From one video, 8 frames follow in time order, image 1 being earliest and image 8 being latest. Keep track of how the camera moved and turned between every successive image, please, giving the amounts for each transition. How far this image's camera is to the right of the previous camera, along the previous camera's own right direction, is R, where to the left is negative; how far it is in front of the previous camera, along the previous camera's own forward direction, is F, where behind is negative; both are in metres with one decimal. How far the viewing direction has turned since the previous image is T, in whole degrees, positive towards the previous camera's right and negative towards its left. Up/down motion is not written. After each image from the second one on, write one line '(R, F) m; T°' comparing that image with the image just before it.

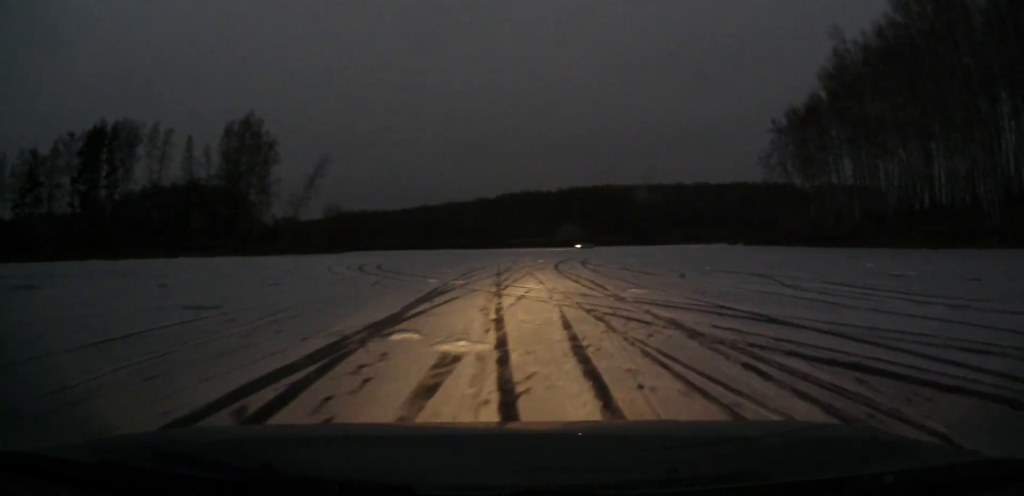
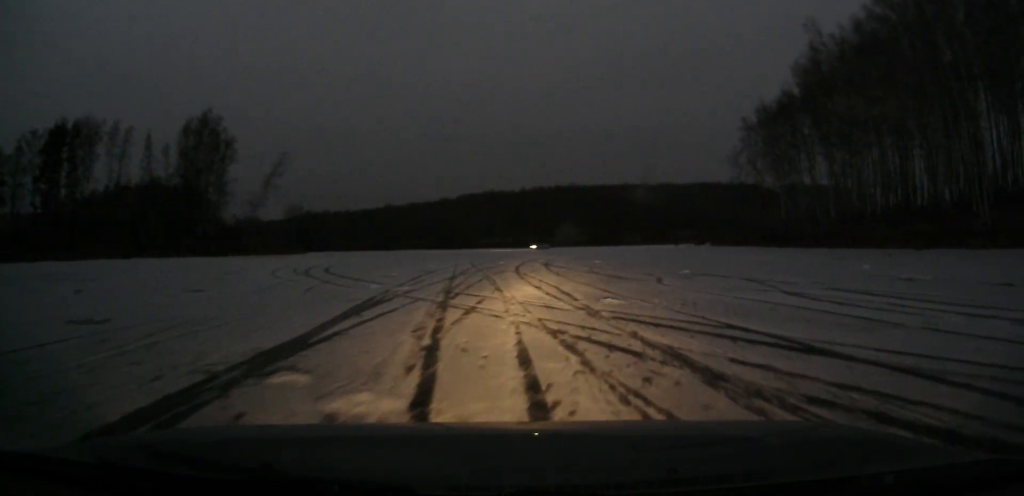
(+0.1, +2.9) m; +4°
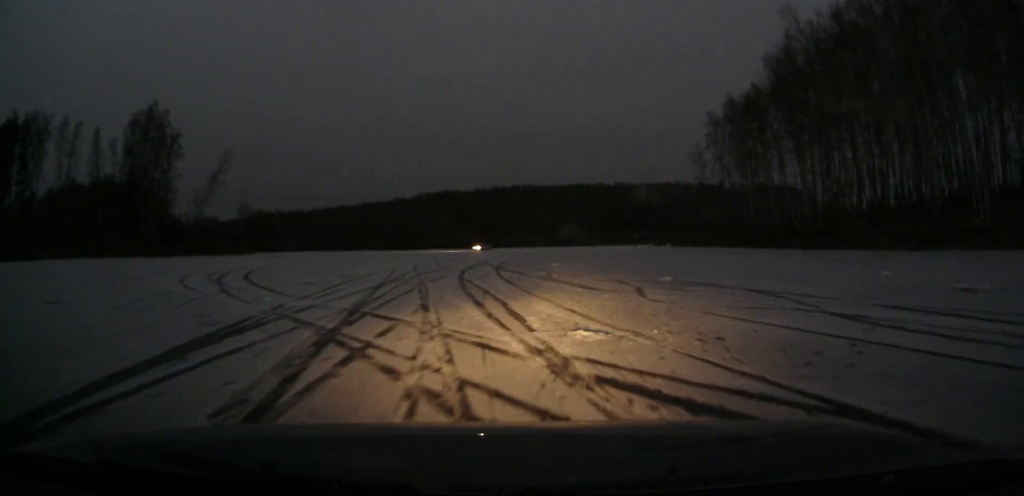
(+0.3, +4.8) m; +5°
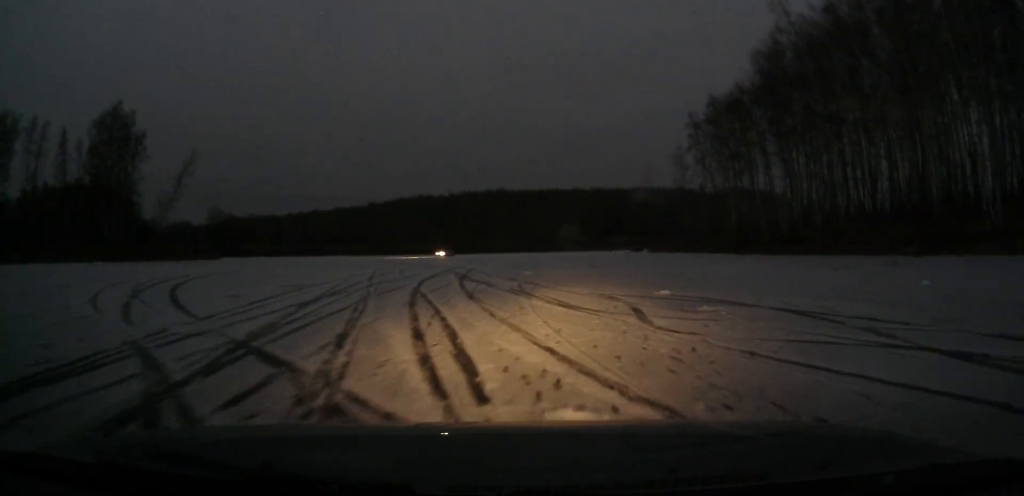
(+0.1, +3.9) m; +2°
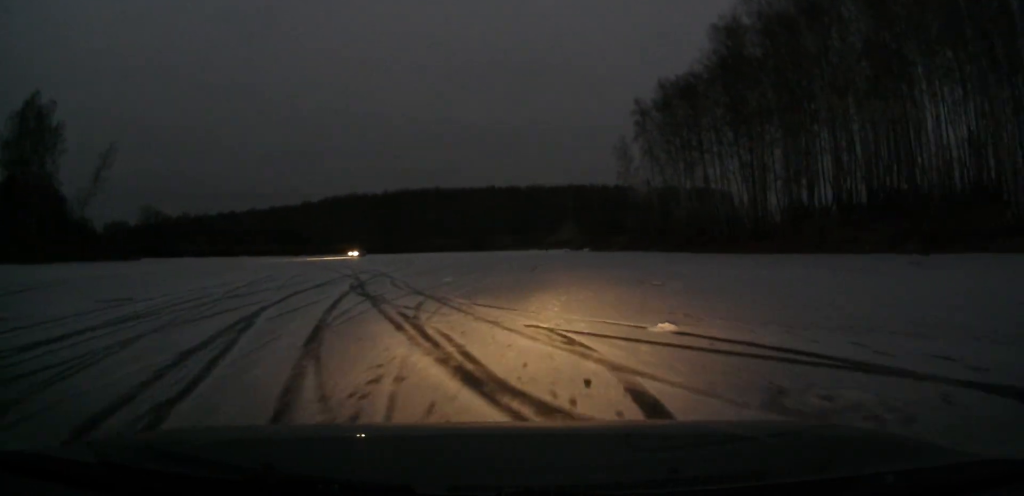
(+0.1, +8.3) m; +1°
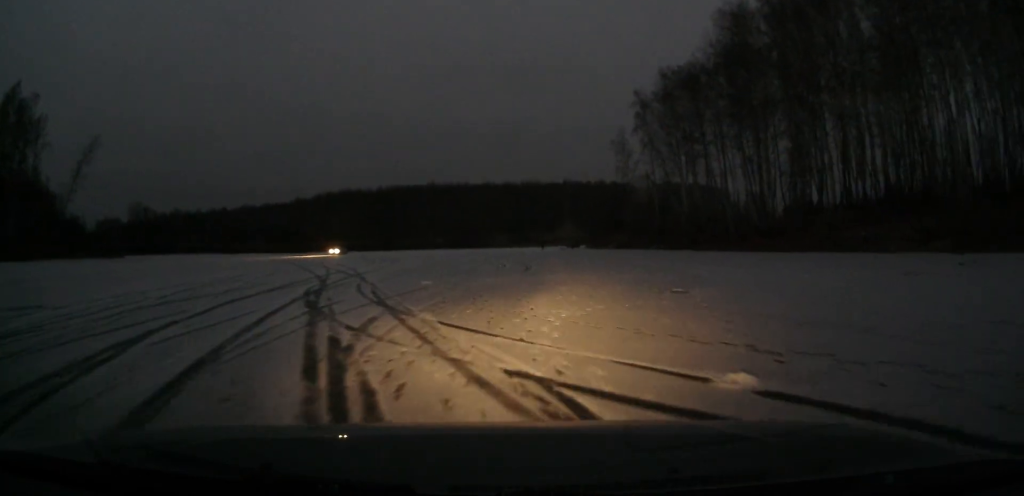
(+0.2, +4.3) m; 0°
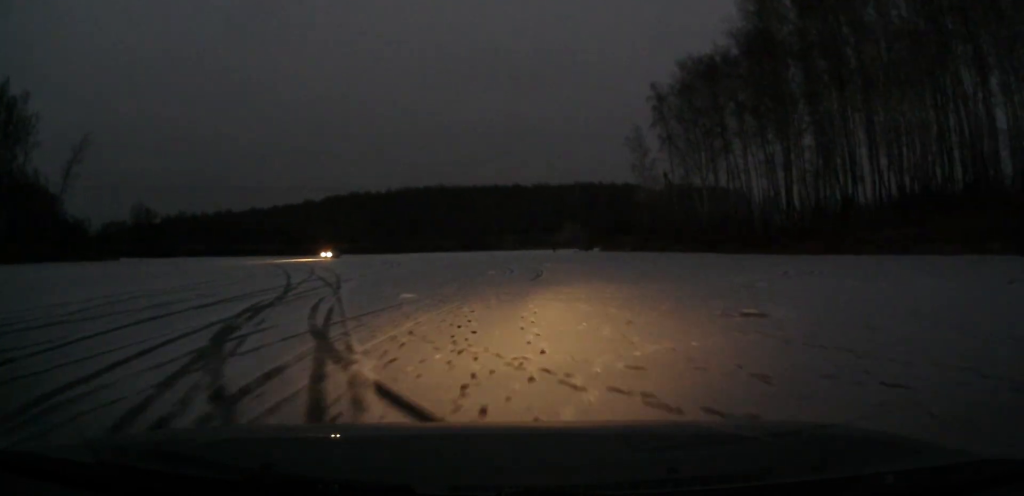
(-0.2, +5.5) m; -1°
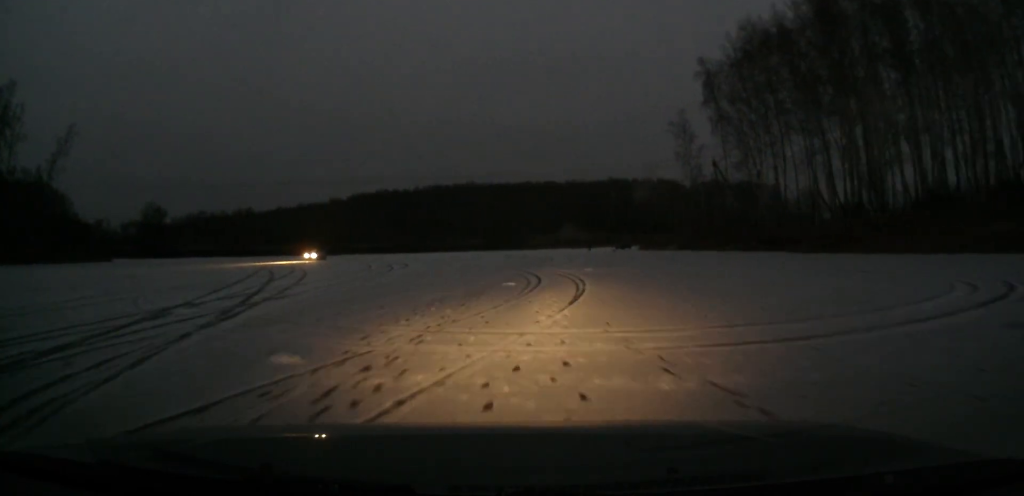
(-0.1, +10.4) m; -2°
